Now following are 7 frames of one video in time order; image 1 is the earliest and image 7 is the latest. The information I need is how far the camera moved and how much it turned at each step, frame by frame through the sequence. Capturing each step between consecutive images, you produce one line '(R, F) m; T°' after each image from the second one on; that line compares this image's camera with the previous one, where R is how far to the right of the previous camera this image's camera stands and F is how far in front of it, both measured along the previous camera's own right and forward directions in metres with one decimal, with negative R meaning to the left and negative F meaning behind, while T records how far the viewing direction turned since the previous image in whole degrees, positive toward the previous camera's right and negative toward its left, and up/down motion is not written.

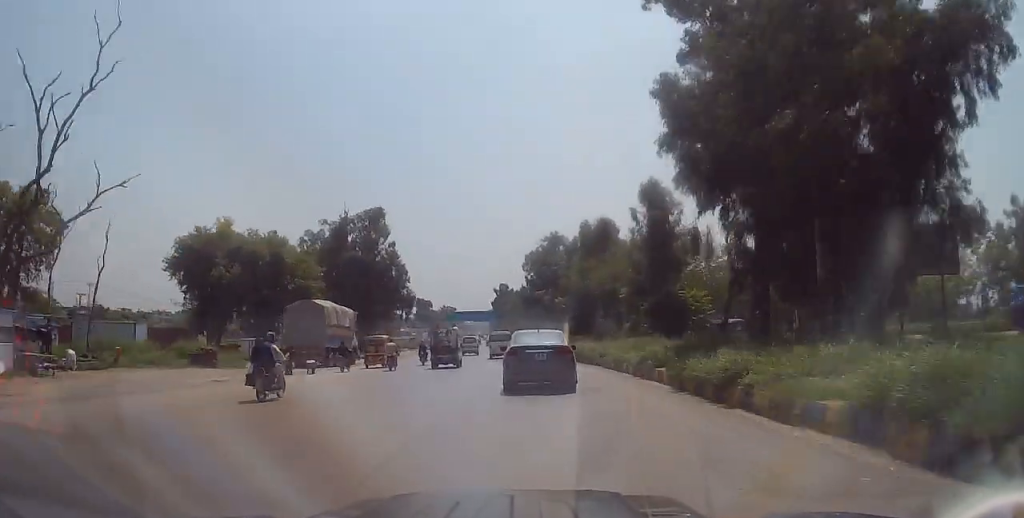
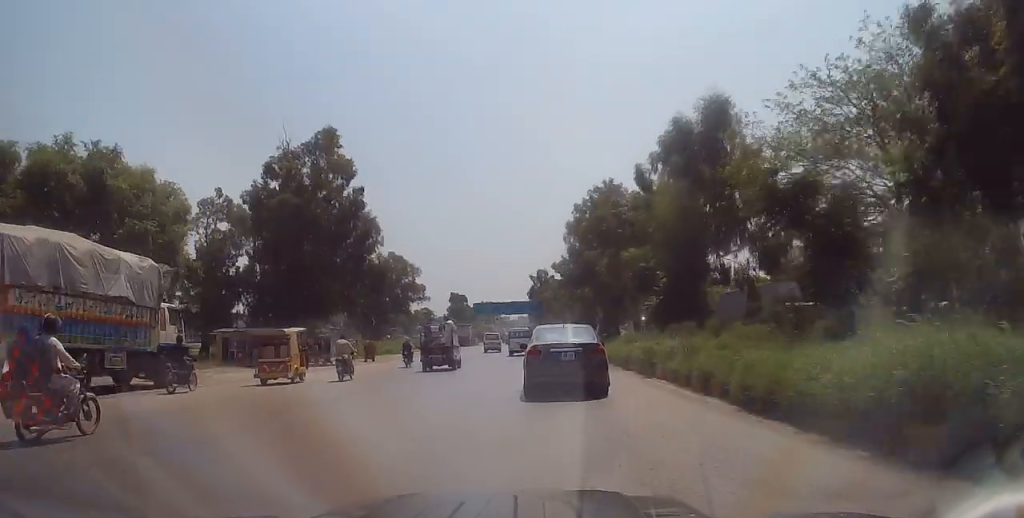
(-1.9, +28.8) m; -5°
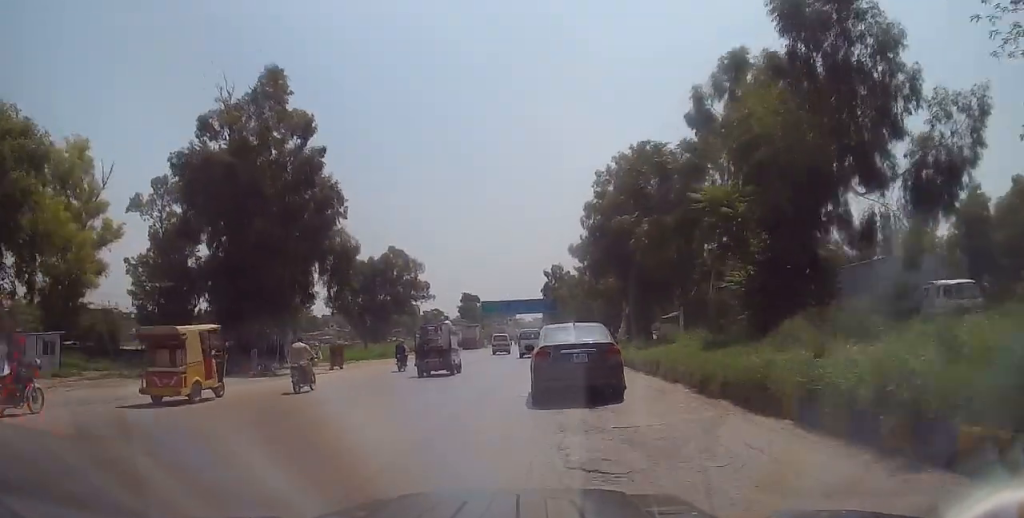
(0.0, +12.0) m; 0°
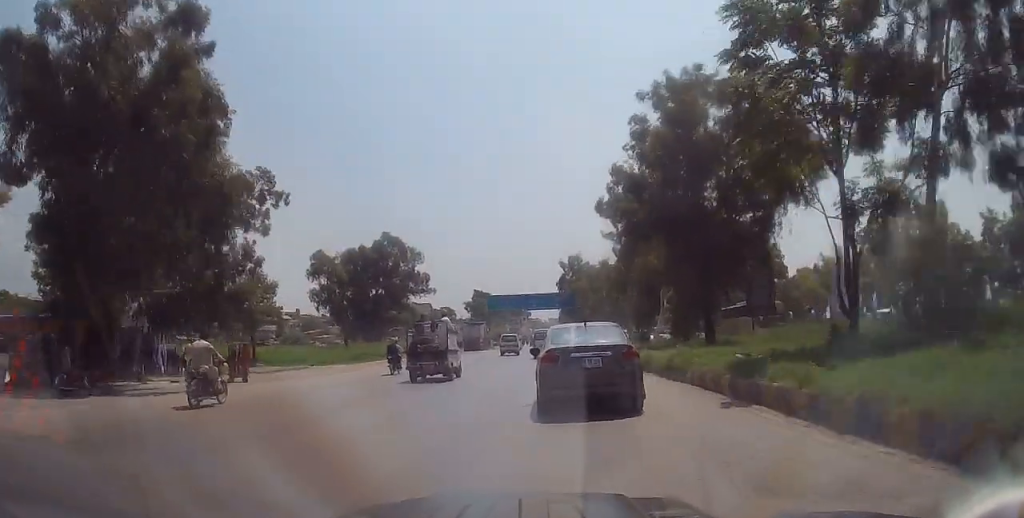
(0.0, +15.9) m; -1°
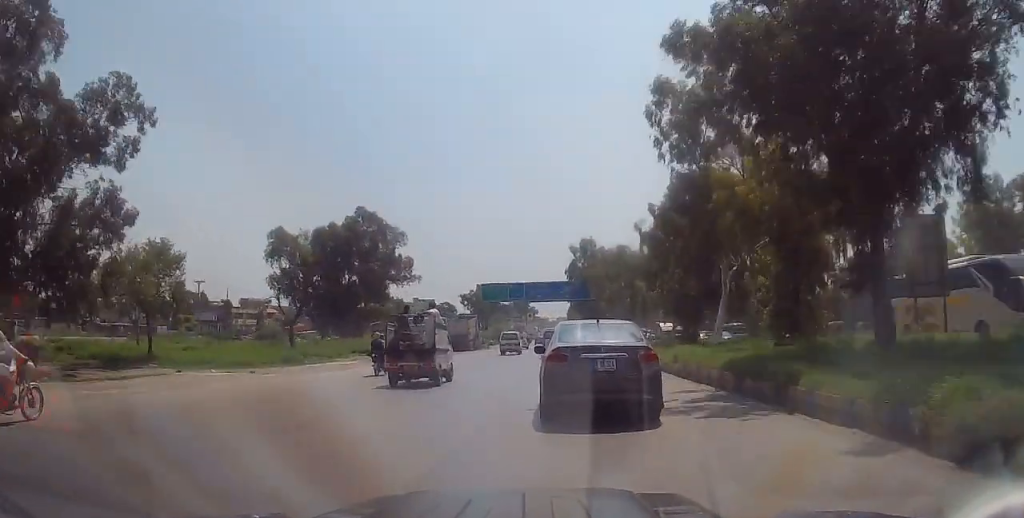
(-0.3, +19.2) m; -1°
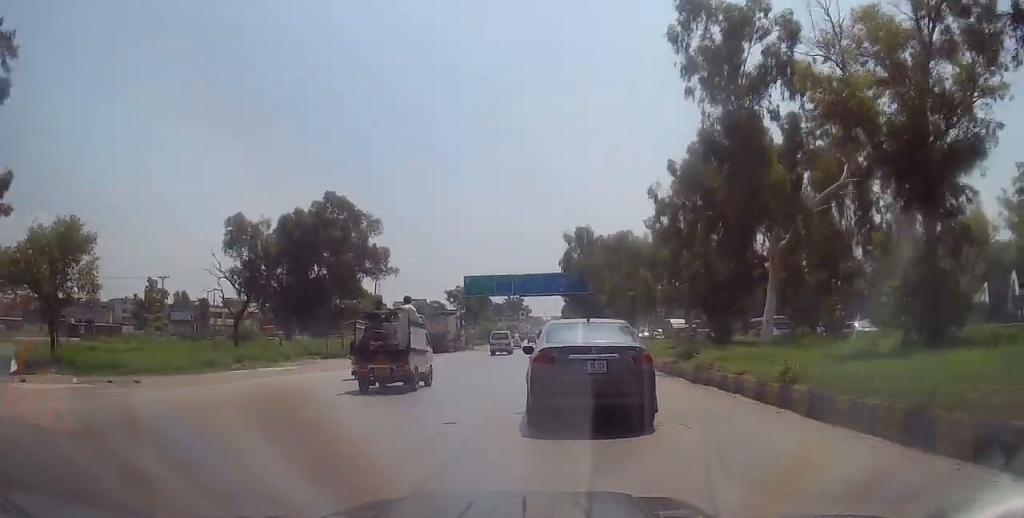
(0.0, +10.2) m; 0°
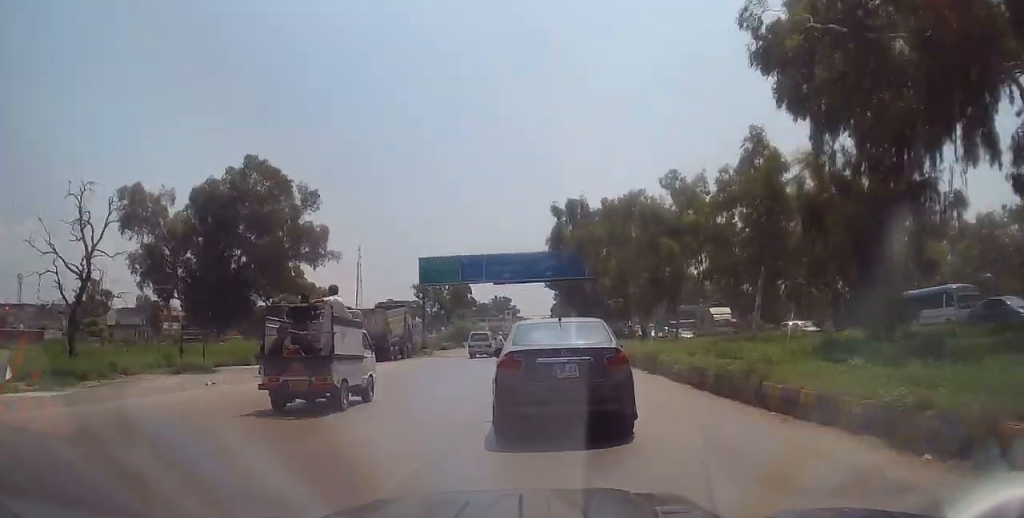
(0.0, +19.4) m; +1°
